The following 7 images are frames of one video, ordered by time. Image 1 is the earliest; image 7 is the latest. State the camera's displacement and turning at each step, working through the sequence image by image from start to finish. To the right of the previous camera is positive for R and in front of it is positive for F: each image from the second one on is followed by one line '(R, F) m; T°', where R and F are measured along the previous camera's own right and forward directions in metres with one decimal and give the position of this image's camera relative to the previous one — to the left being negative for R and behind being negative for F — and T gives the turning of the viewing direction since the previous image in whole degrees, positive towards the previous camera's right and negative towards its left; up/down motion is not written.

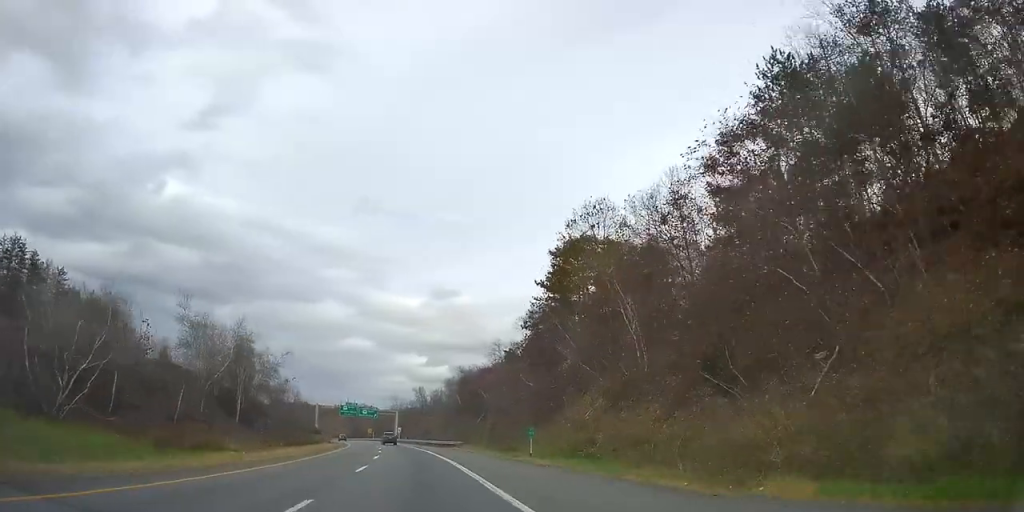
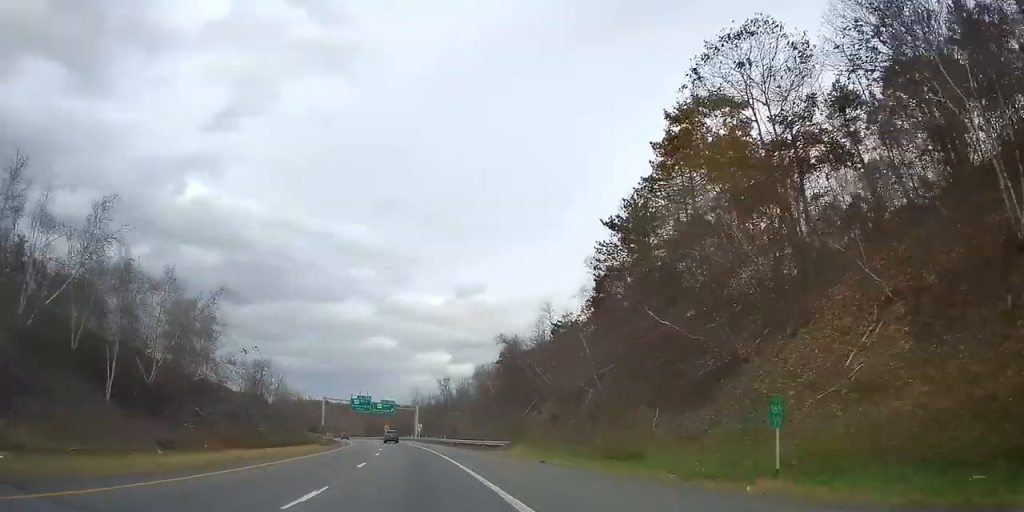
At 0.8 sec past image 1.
(+0.2, +22.5) m; -3°
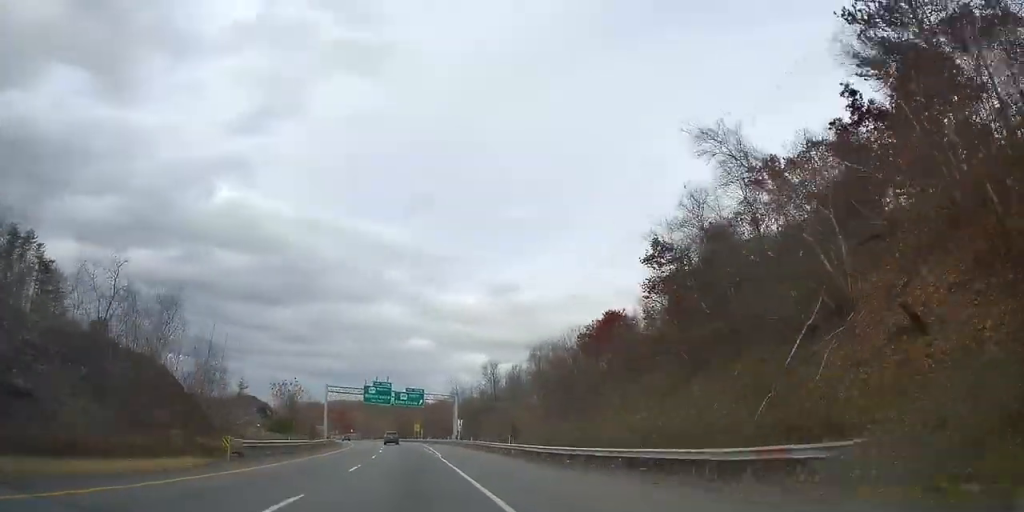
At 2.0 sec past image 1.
(-2.2, +37.5) m; -4°
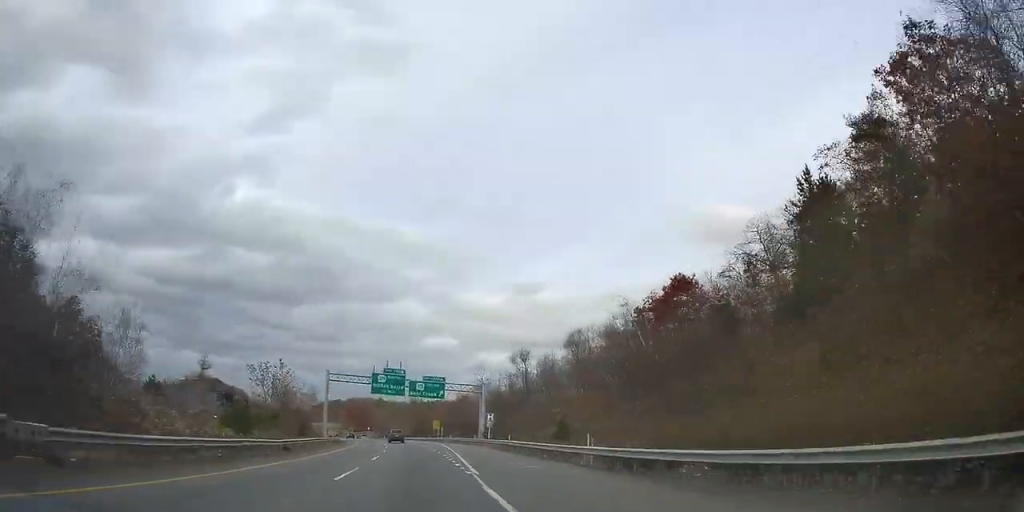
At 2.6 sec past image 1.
(0.0, +16.9) m; -1°
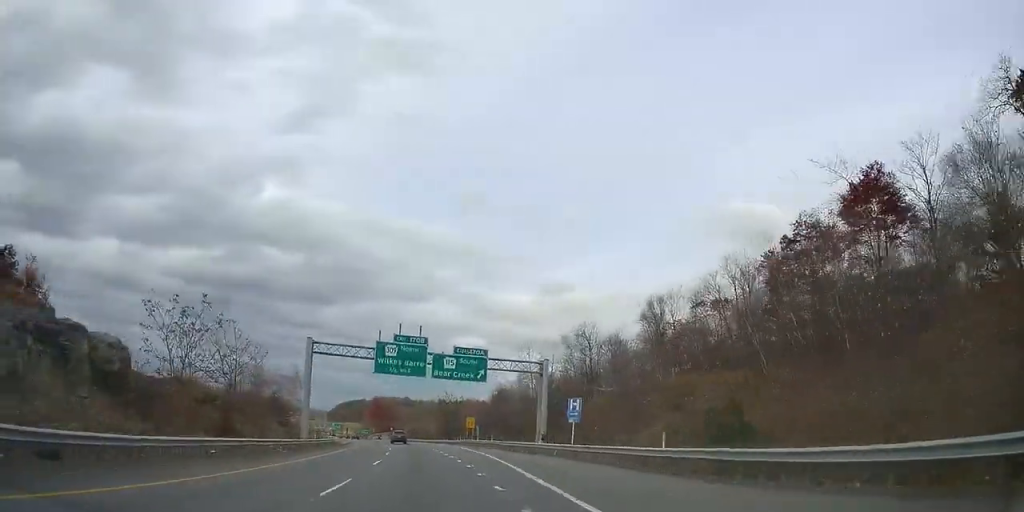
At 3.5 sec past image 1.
(-0.7, +27.6) m; -3°
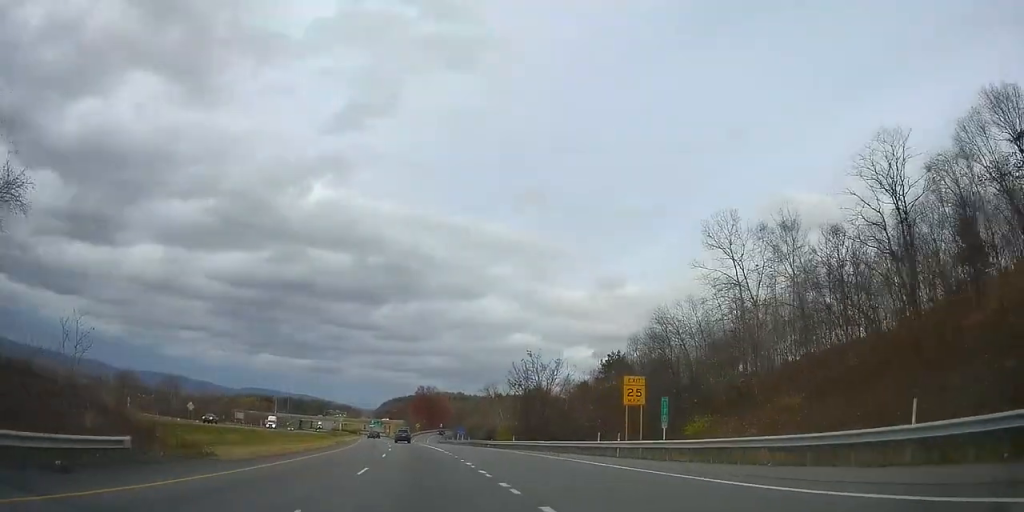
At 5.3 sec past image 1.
(-3.2, +53.9) m; -6°
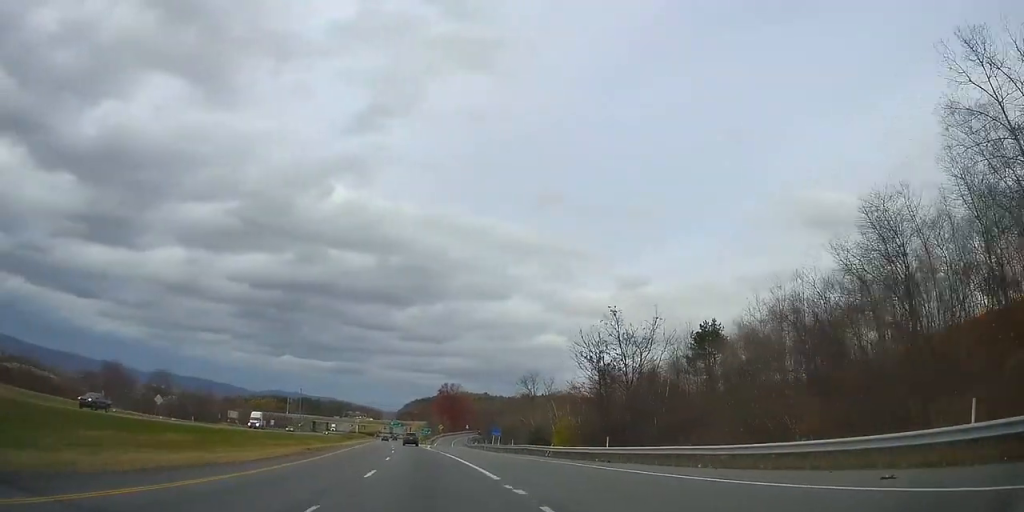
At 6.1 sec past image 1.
(-0.5, +23.6) m; -2°
